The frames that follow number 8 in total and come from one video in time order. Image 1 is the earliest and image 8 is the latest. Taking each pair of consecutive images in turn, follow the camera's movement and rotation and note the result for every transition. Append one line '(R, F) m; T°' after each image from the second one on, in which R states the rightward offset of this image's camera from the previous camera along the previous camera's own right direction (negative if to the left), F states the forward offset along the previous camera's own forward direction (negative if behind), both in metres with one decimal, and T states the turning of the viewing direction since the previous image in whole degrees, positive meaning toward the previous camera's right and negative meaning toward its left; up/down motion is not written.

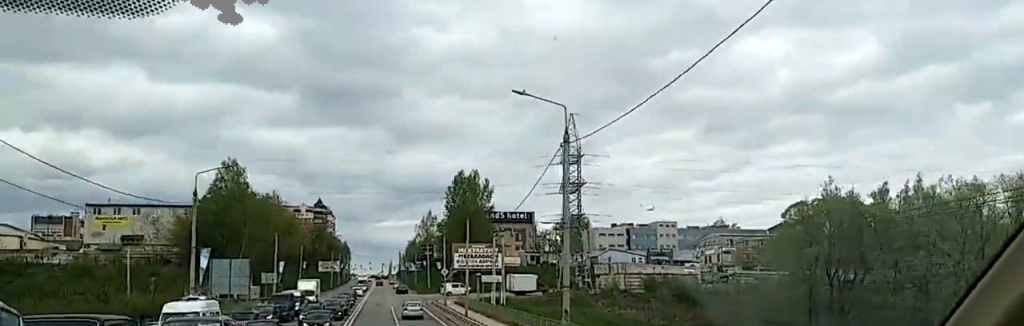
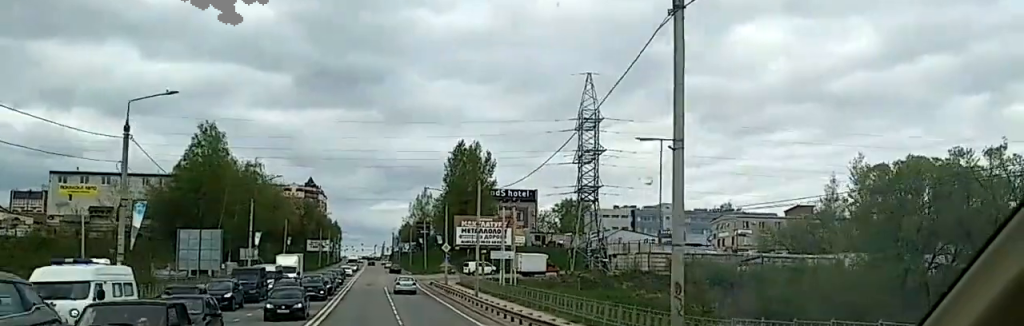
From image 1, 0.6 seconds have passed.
(0.0, +11.5) m; 0°
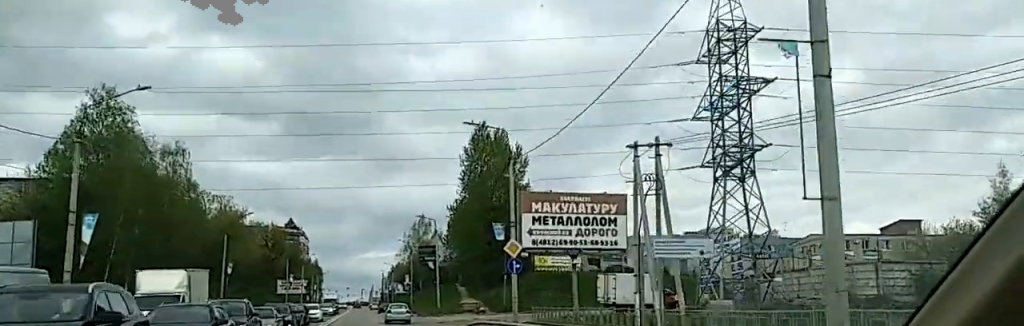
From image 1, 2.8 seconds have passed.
(-0.5, +41.4) m; -1°
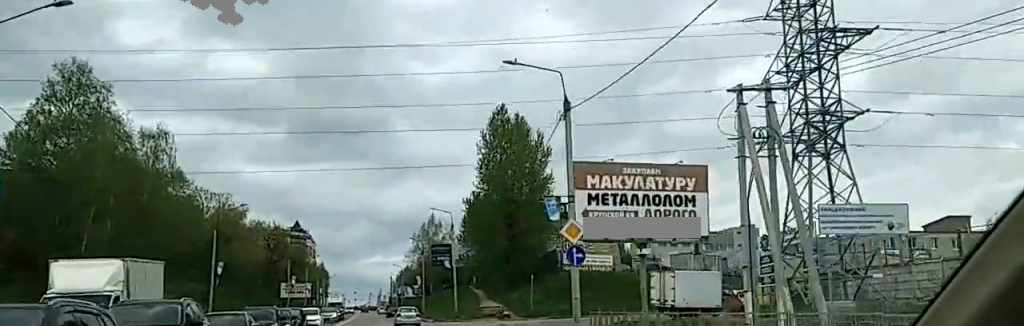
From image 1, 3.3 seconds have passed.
(-0.1, +9.7) m; 0°
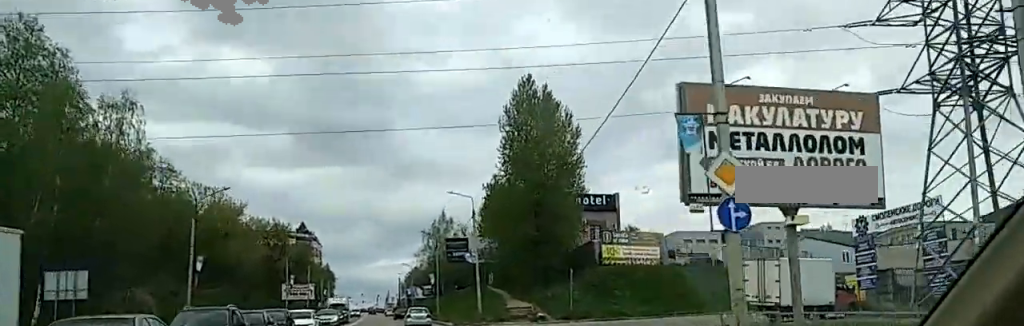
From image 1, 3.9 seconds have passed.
(+0.2, +11.0) m; 0°
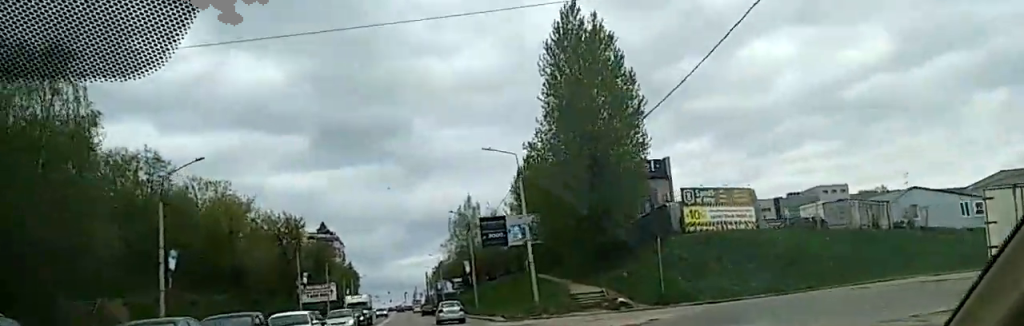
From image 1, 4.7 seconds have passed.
(0.0, +13.9) m; -1°
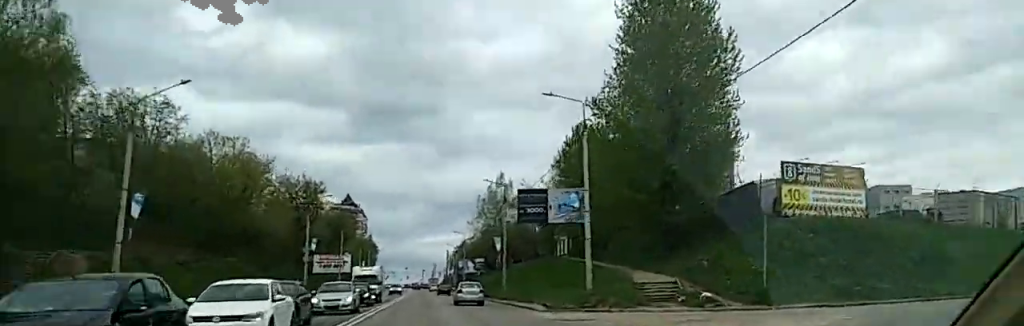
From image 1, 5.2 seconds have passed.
(-0.1, +9.5) m; -1°
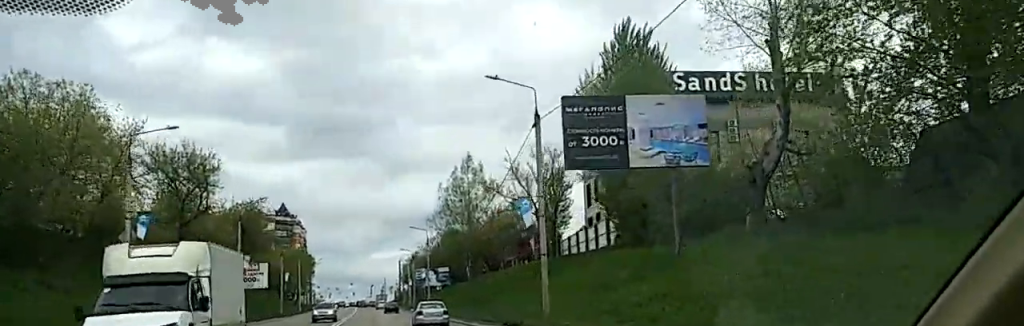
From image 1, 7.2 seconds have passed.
(-0.3, +36.2) m; -1°
